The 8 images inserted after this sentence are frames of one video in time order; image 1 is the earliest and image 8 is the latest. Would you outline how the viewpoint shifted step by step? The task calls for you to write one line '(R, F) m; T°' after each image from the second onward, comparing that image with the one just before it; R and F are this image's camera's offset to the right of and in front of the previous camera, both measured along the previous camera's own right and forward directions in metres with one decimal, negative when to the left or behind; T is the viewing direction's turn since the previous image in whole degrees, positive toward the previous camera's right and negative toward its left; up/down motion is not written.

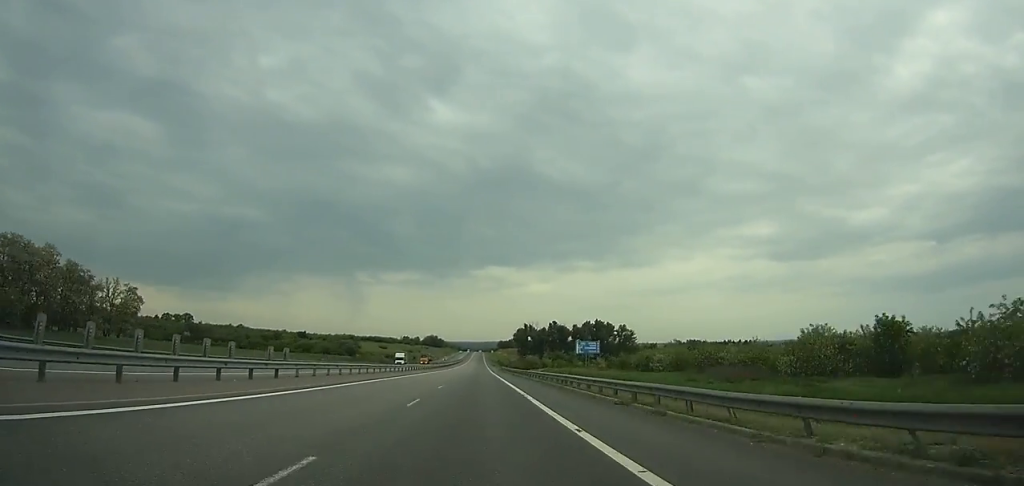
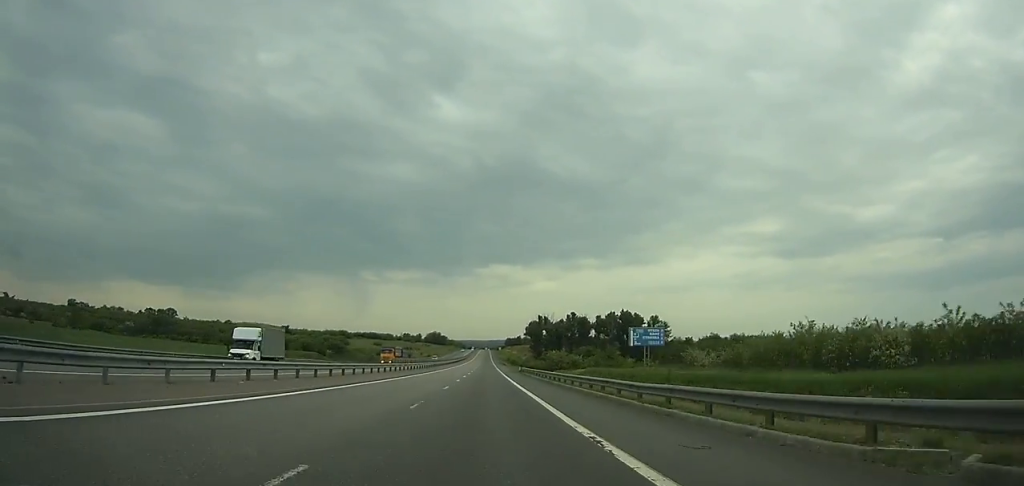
(-0.1, +49.1) m; 0°
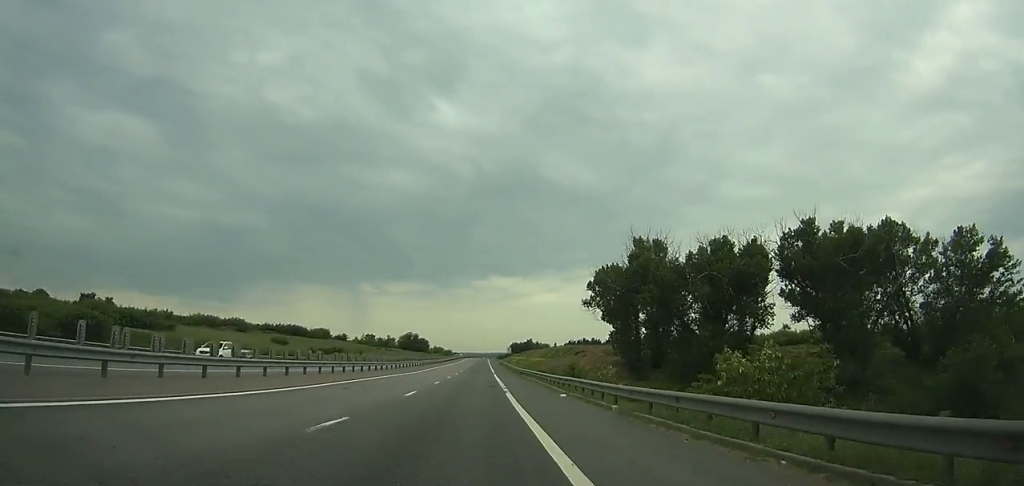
(+0.5, +188.4) m; 0°
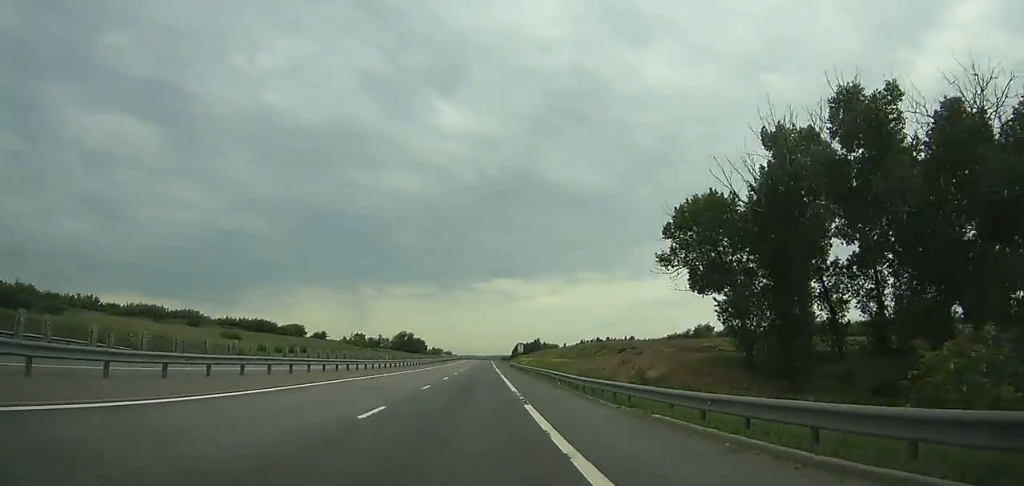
(-0.1, +45.0) m; 0°
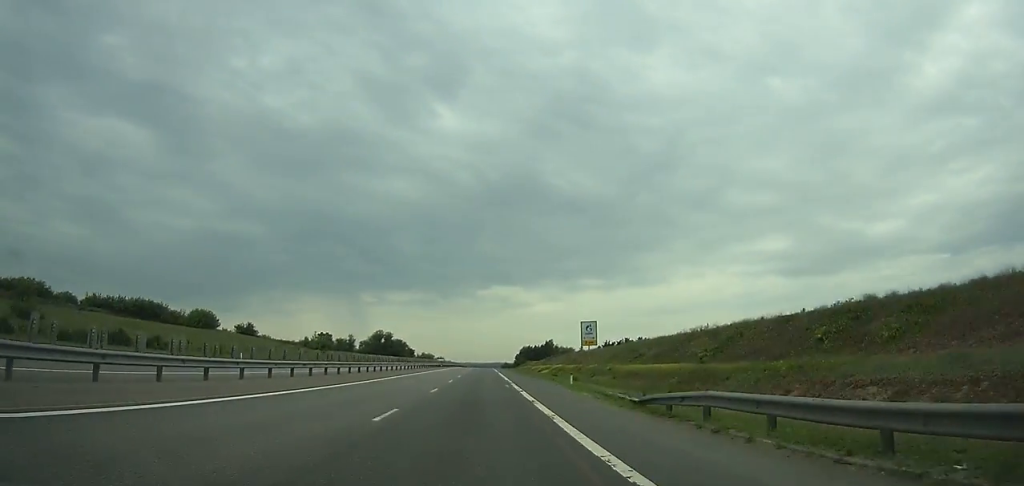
(-0.3, +84.5) m; 0°
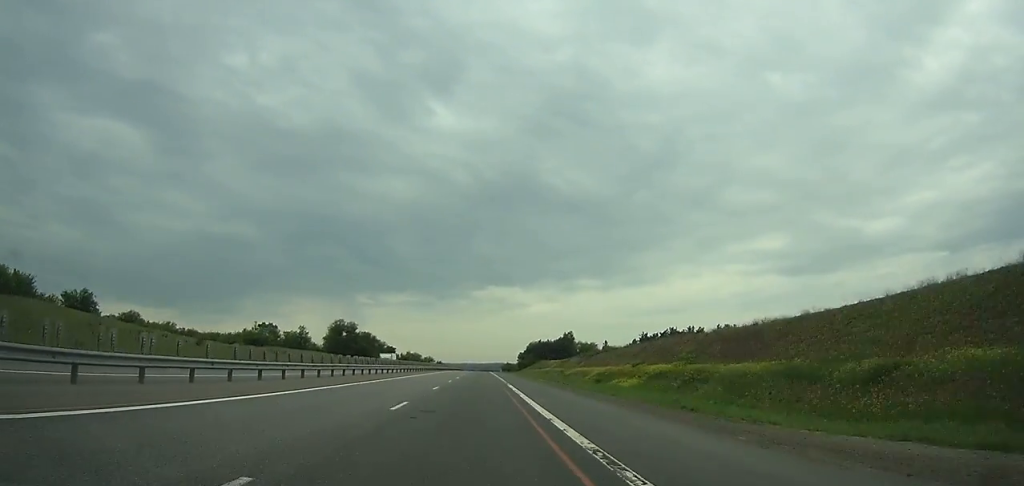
(-0.2, +81.7) m; 0°
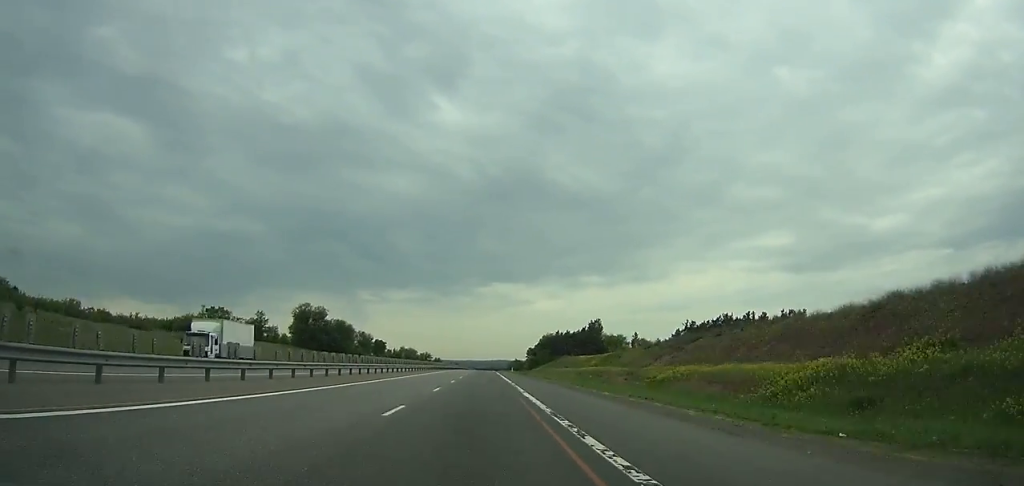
(0.0, +50.5) m; 0°
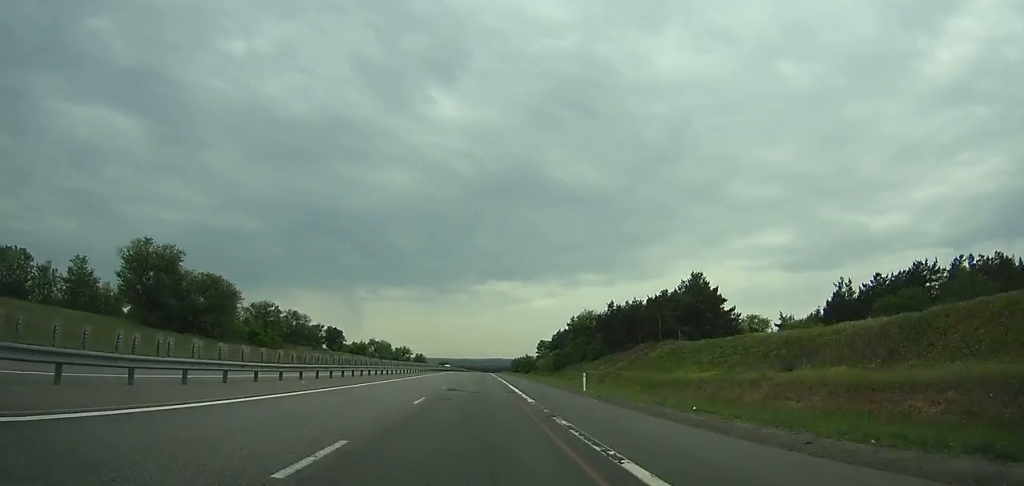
(+0.1, +92.0) m; 0°
